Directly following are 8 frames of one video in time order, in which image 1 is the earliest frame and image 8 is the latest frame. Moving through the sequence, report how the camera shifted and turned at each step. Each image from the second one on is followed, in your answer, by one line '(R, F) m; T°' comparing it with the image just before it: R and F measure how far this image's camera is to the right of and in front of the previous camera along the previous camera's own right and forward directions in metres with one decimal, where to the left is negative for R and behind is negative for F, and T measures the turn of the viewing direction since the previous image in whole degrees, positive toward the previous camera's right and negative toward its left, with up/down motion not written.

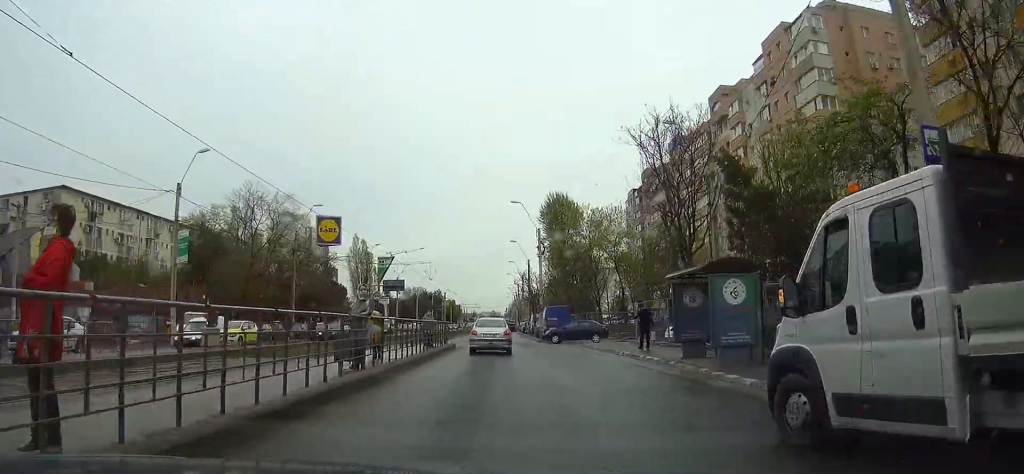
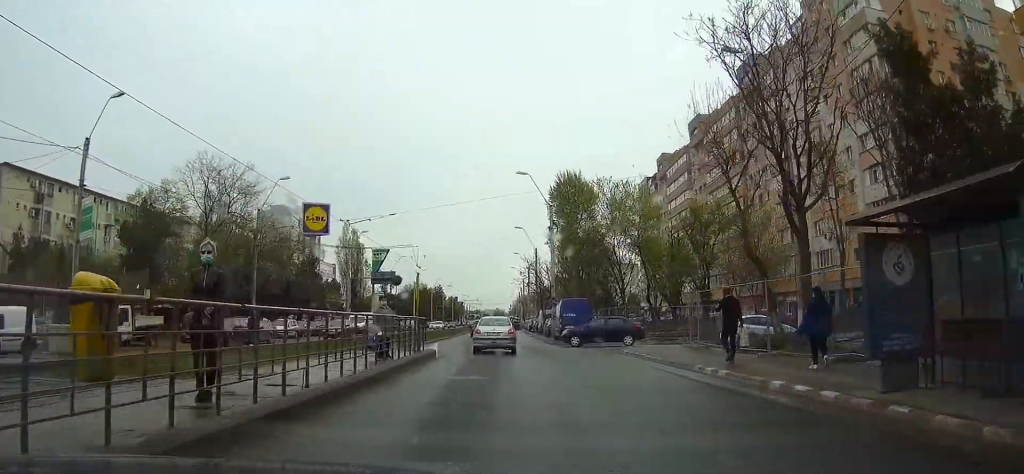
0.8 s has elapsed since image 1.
(0.0, +10.8) m; 0°
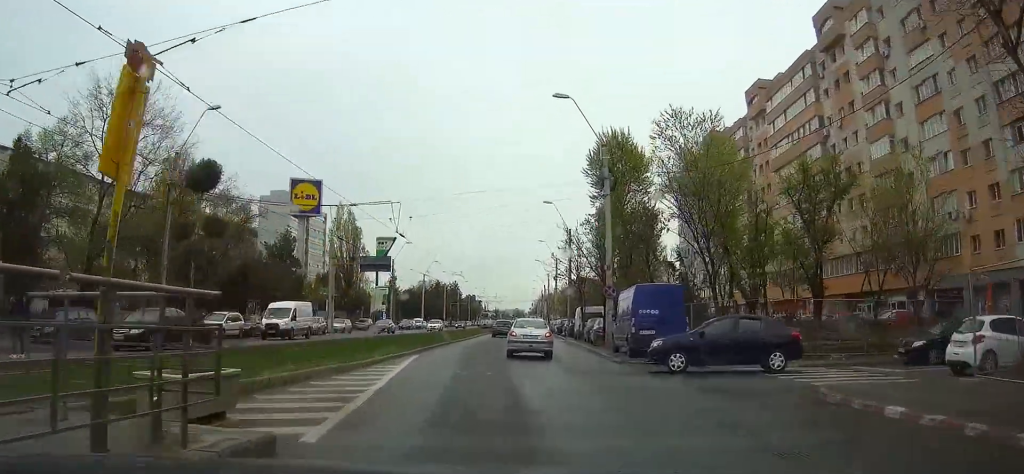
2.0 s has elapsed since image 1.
(-0.2, +17.4) m; -1°
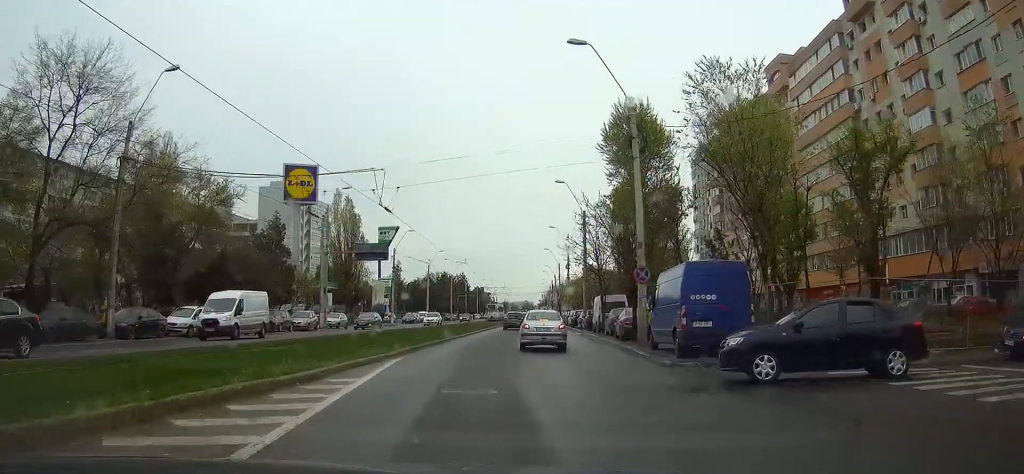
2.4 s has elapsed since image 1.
(0.0, +5.8) m; 0°
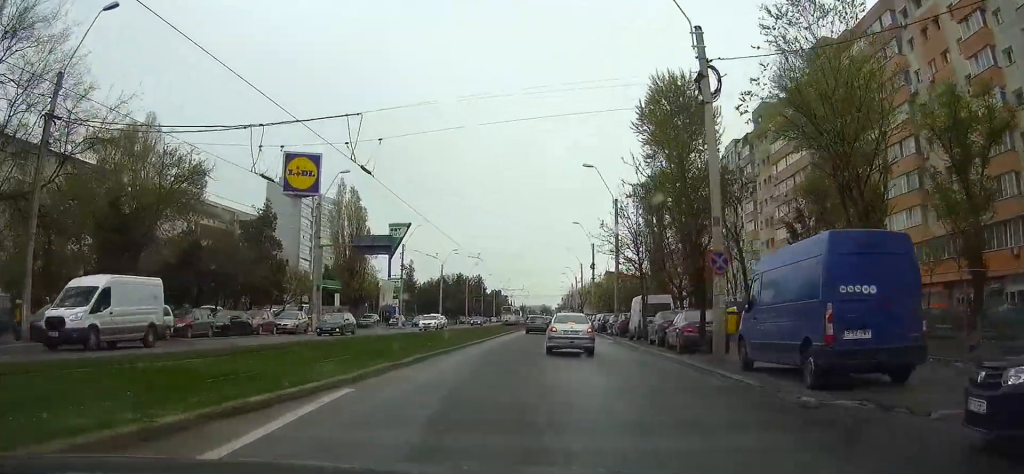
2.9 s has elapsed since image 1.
(0.0, +7.6) m; 0°
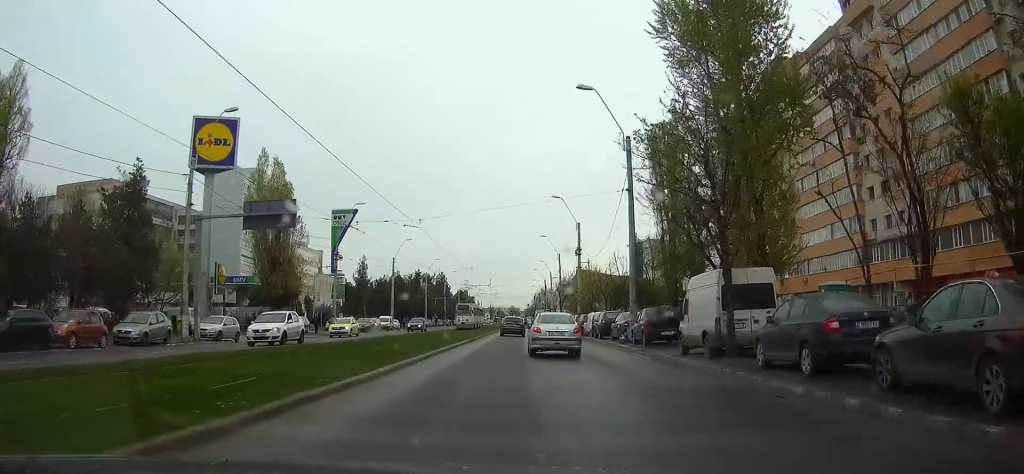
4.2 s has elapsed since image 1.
(0.0, +17.8) m; 0°
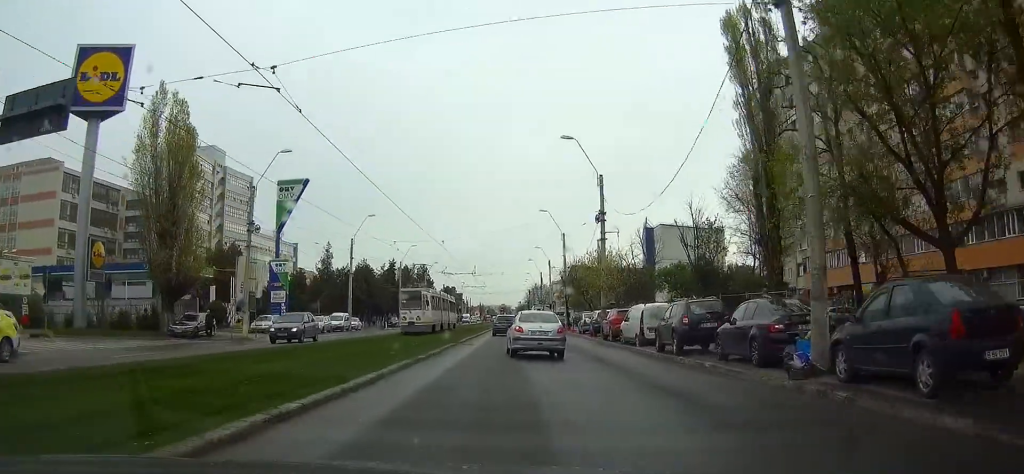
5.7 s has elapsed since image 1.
(+0.1, +20.8) m; +1°
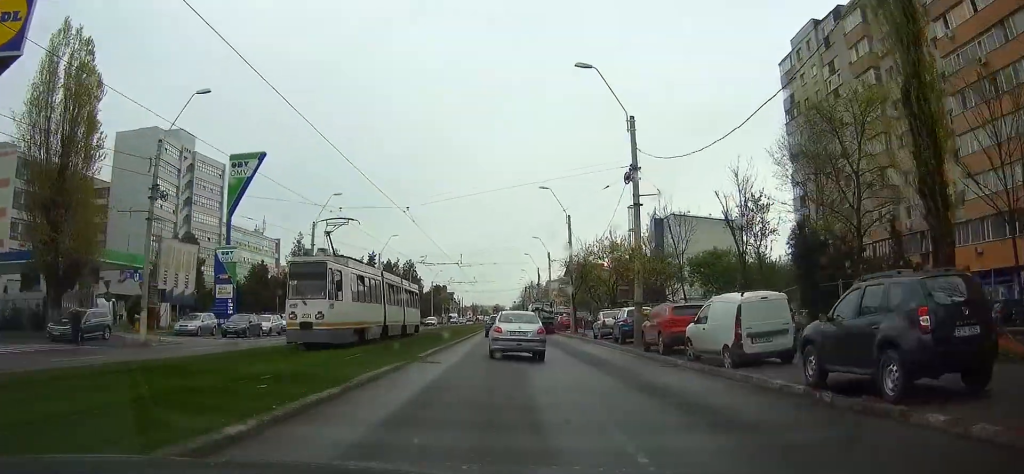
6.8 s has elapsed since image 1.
(+0.1, +13.0) m; 0°
